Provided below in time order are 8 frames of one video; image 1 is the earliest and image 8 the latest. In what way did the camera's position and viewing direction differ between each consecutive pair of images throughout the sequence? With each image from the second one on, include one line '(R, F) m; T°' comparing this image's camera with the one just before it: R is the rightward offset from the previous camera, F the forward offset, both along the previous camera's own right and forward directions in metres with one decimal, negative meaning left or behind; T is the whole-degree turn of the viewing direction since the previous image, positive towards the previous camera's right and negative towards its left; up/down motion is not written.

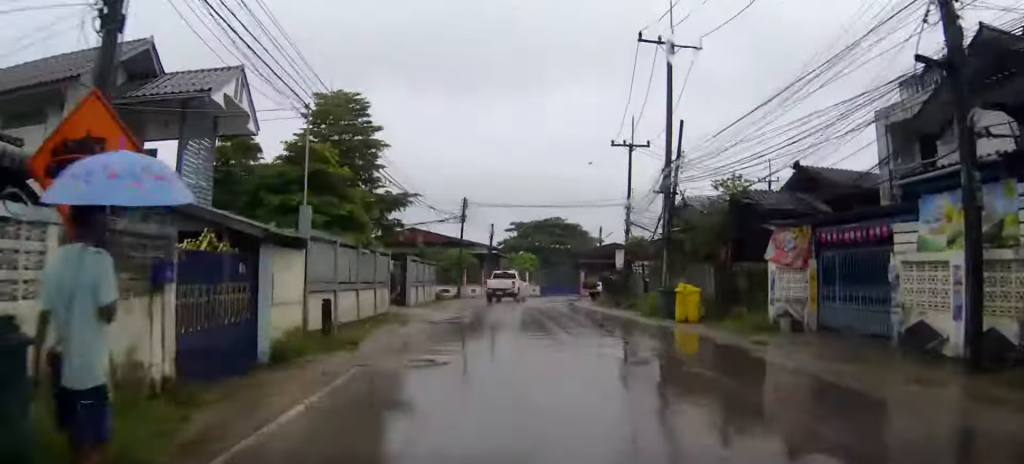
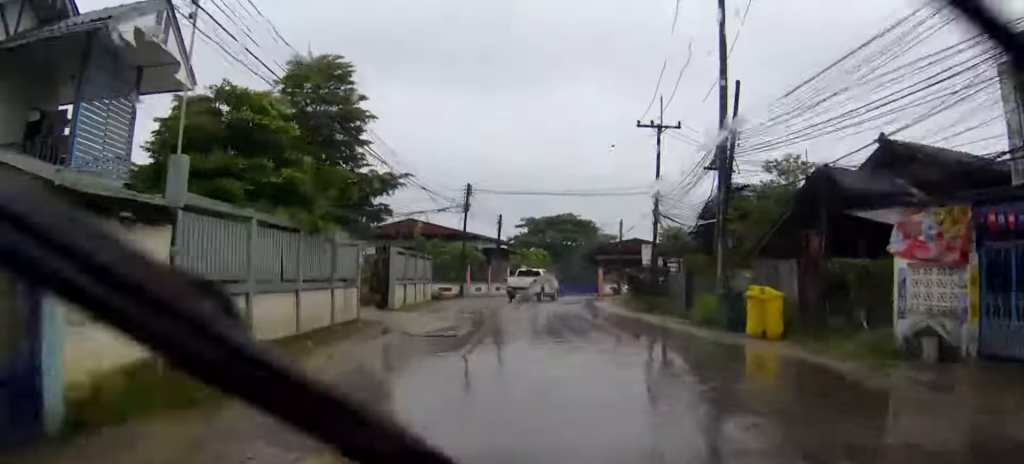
(0.0, +6.1) m; 0°
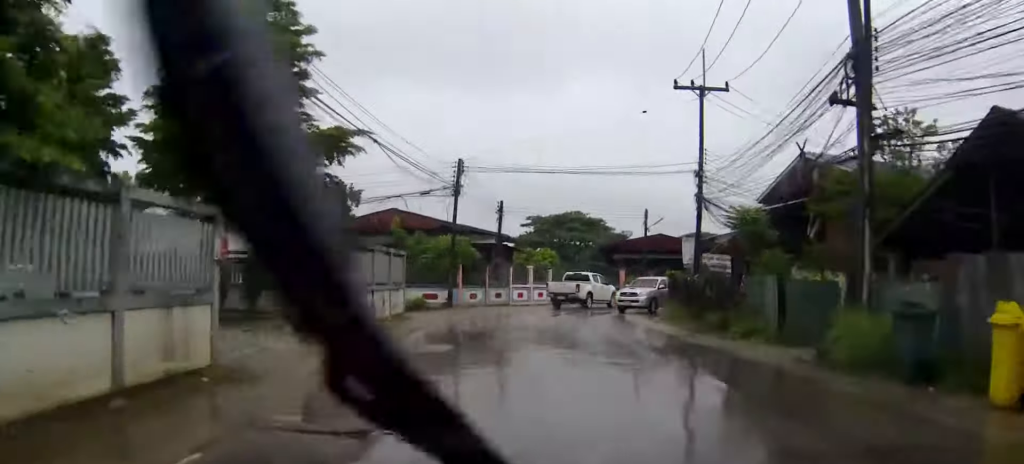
(0.0, +9.1) m; -1°
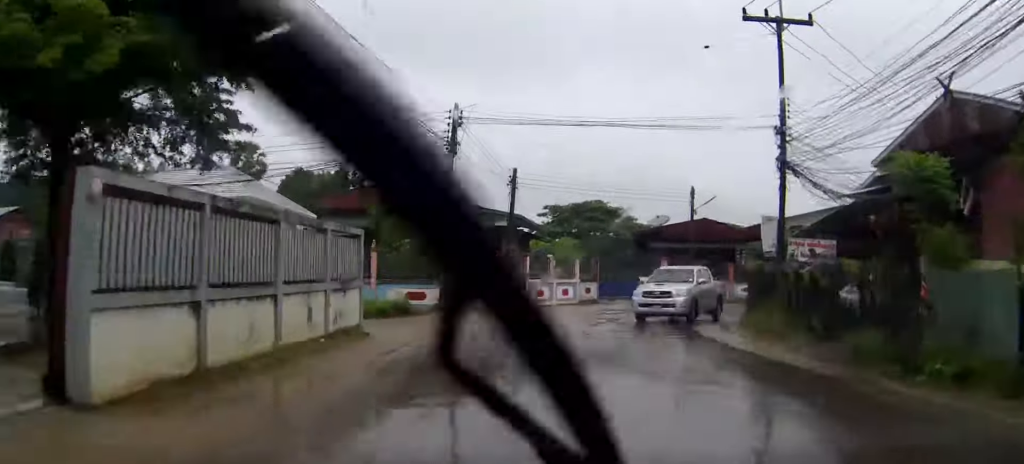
(-0.1, +9.3) m; 0°
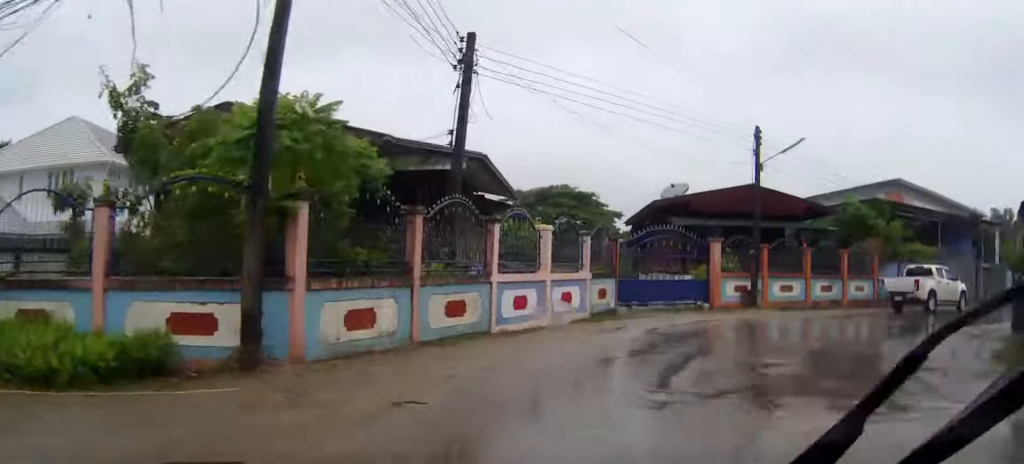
(+0.1, +17.2) m; +3°
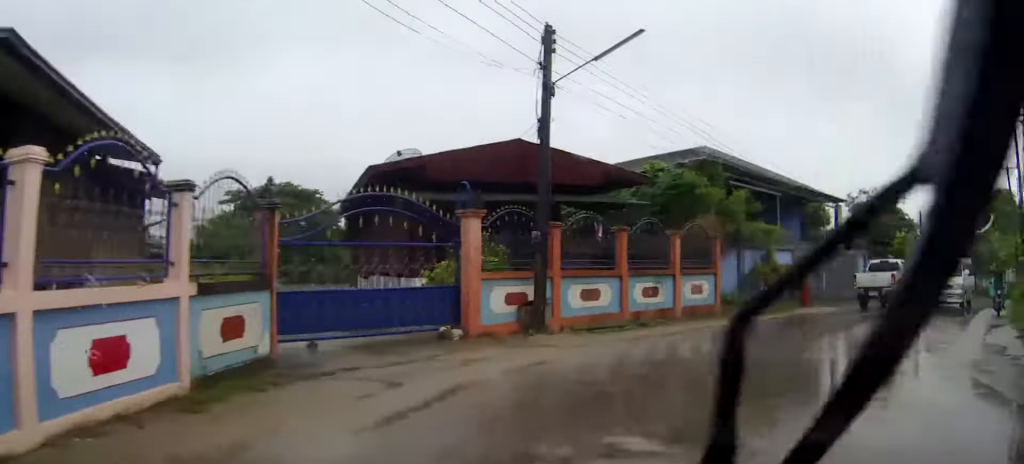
(+0.8, +10.9) m; +16°
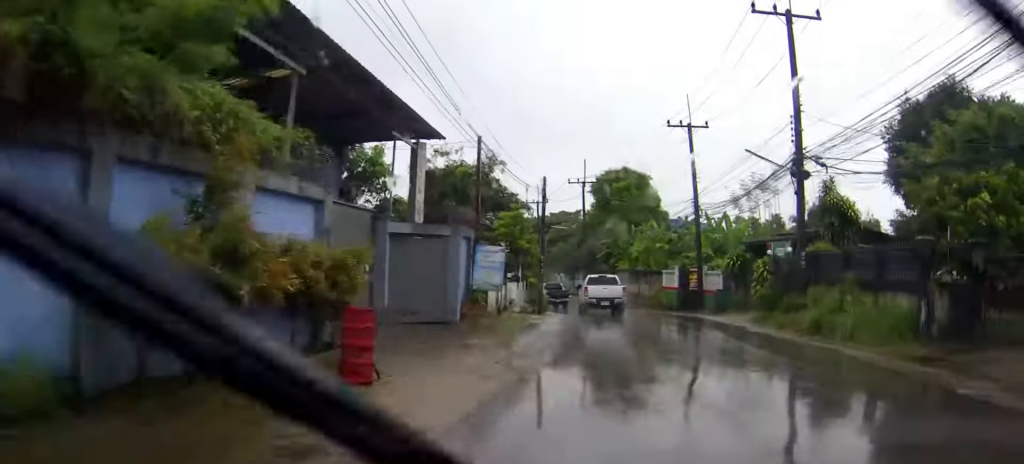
(+7.1, +18.1) m; +38°
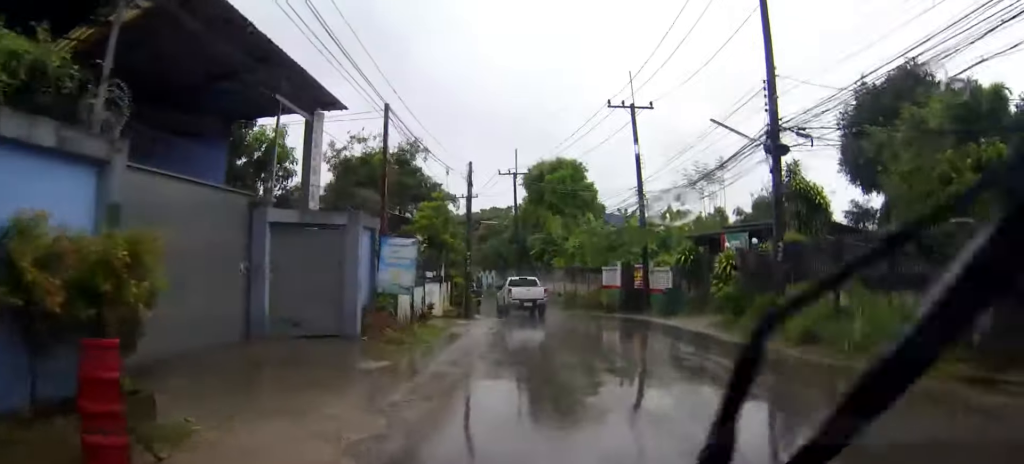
(+0.4, +4.2) m; +4°
